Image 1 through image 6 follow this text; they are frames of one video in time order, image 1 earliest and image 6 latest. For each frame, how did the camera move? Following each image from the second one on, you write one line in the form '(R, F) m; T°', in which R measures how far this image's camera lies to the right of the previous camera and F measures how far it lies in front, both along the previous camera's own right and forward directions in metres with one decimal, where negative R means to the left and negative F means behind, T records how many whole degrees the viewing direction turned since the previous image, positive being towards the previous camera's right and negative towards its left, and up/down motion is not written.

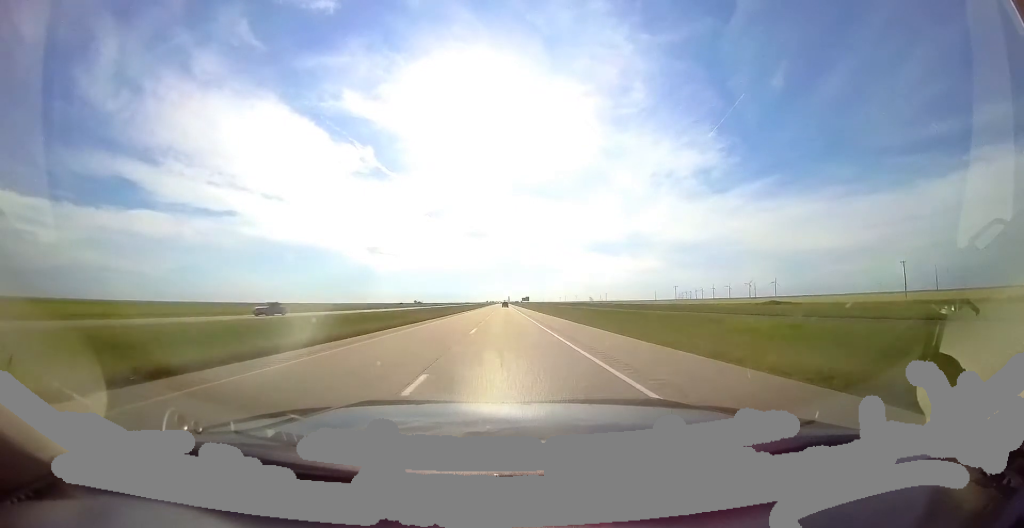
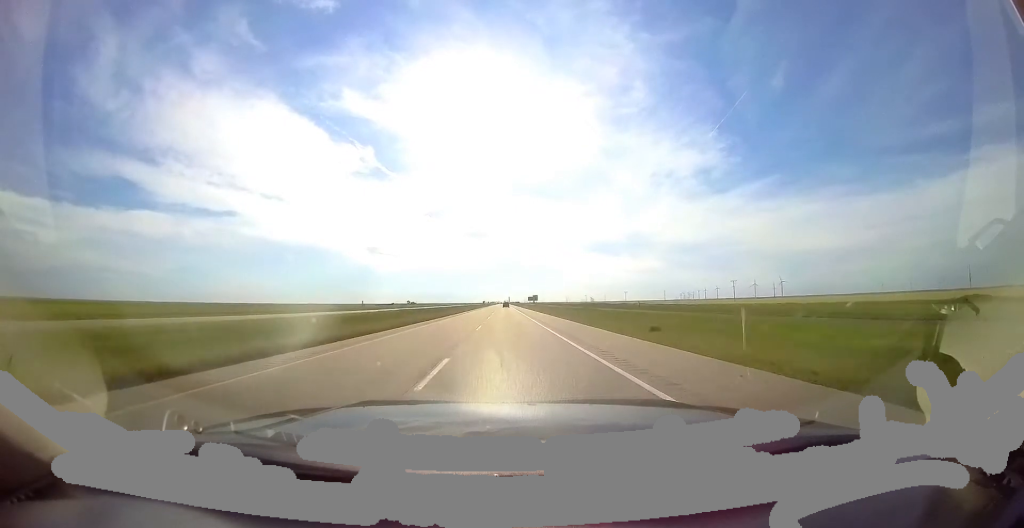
(-0.1, +48.1) m; 0°
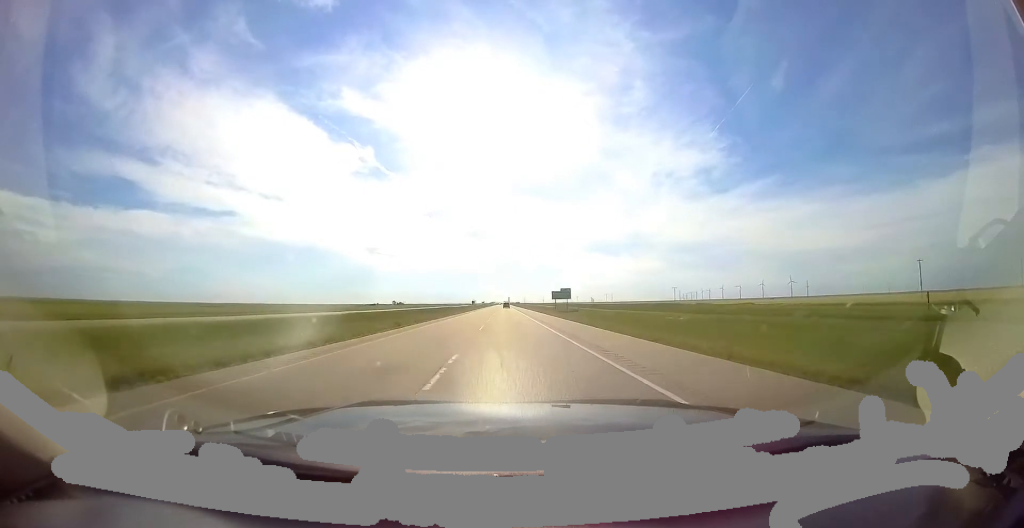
(-0.4, +72.4) m; 0°
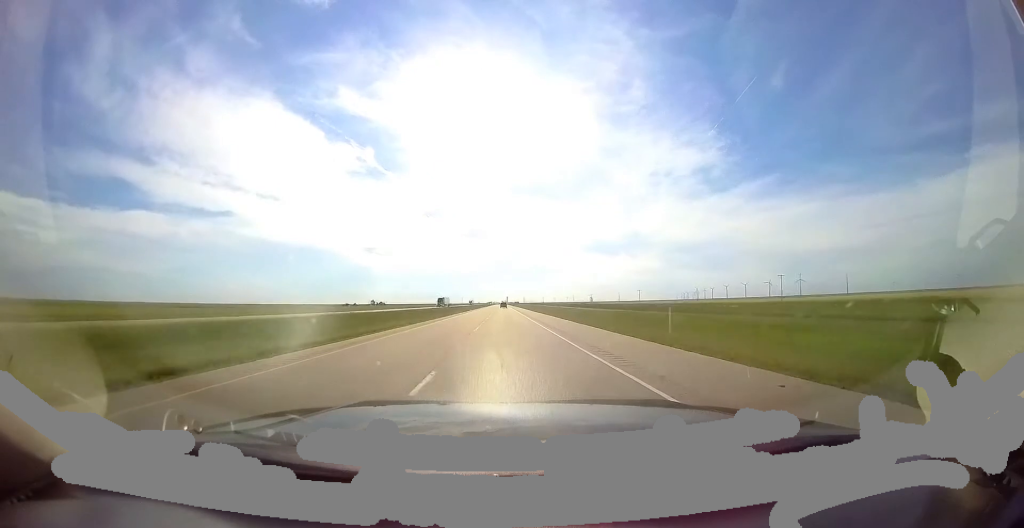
(+0.3, +74.9) m; 0°
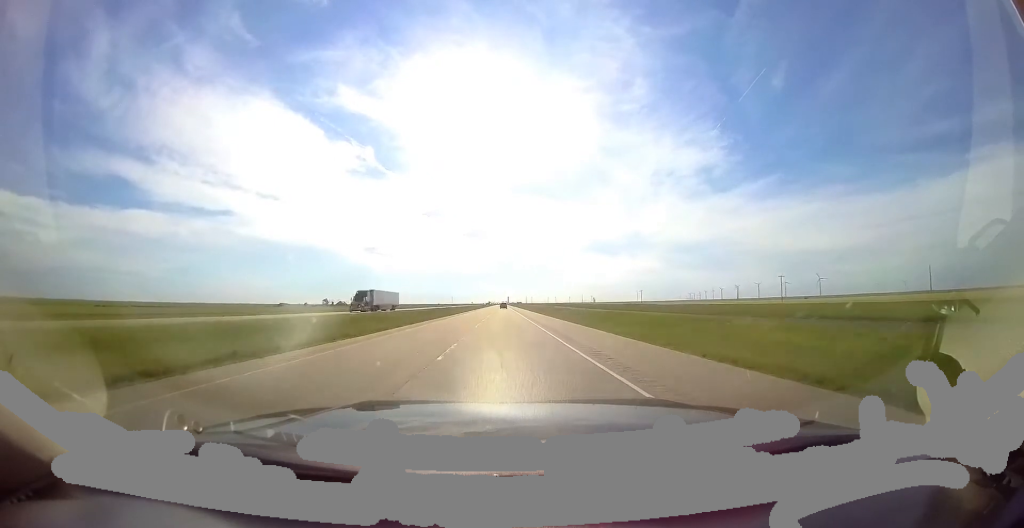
(+0.4, +118.5) m; 0°
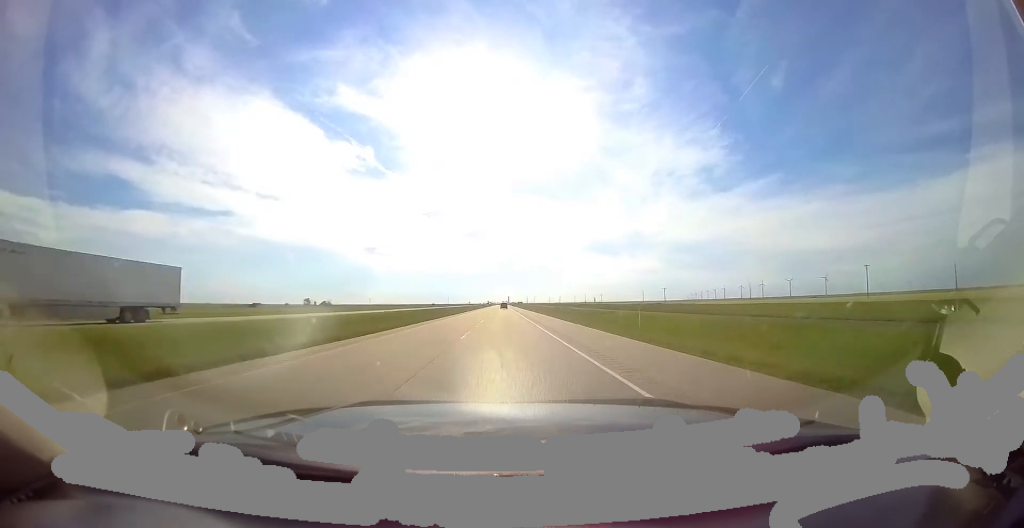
(-0.2, +31.6) m; 0°
